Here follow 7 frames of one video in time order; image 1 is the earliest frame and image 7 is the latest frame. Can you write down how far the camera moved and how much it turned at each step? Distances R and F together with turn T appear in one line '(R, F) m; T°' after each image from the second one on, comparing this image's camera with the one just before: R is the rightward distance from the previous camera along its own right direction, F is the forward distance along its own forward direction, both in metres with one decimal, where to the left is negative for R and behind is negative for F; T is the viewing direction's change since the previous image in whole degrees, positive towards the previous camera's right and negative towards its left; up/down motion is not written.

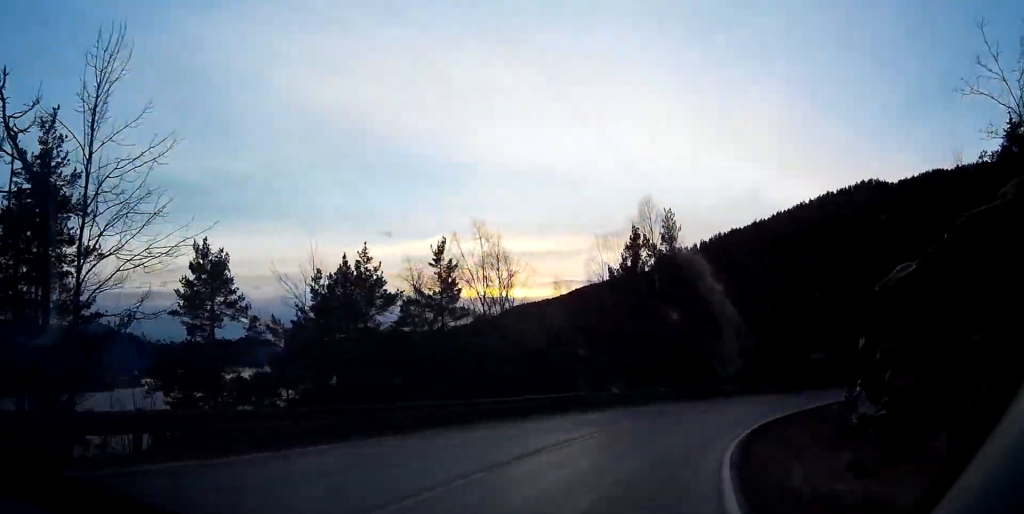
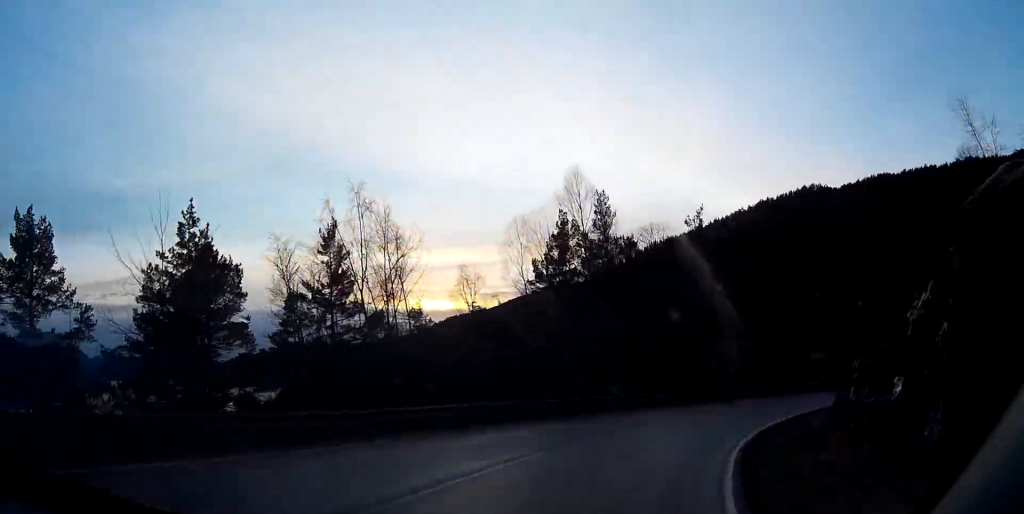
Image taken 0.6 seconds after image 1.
(0.0, +7.8) m; +4°
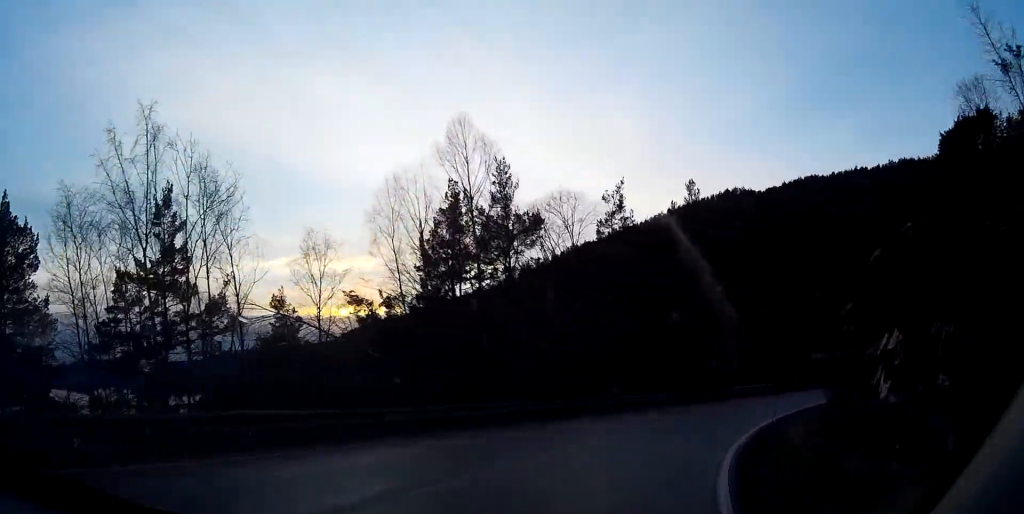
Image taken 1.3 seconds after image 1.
(+0.6, +8.6) m; +7°
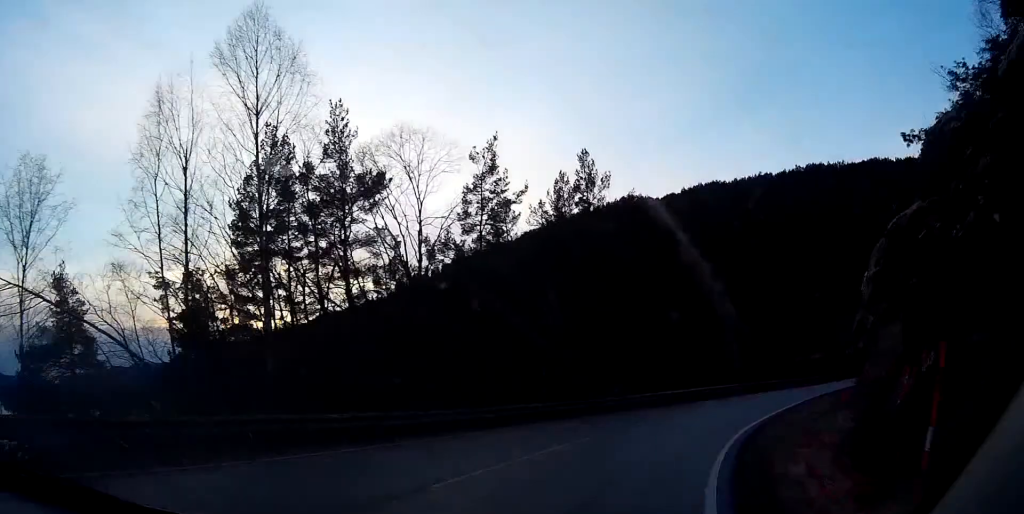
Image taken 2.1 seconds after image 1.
(+0.8, +10.3) m; +8°
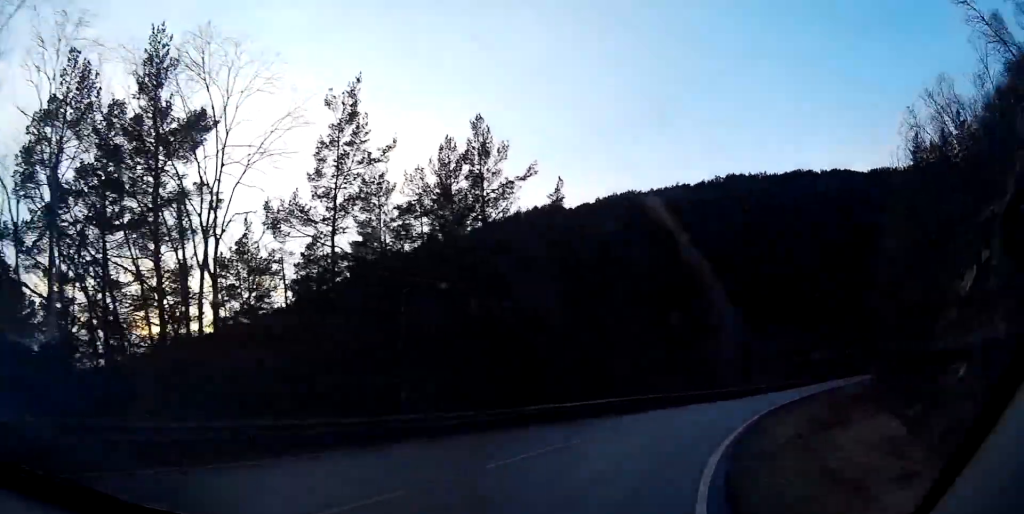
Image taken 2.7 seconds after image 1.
(+0.6, +8.6) m; +4°
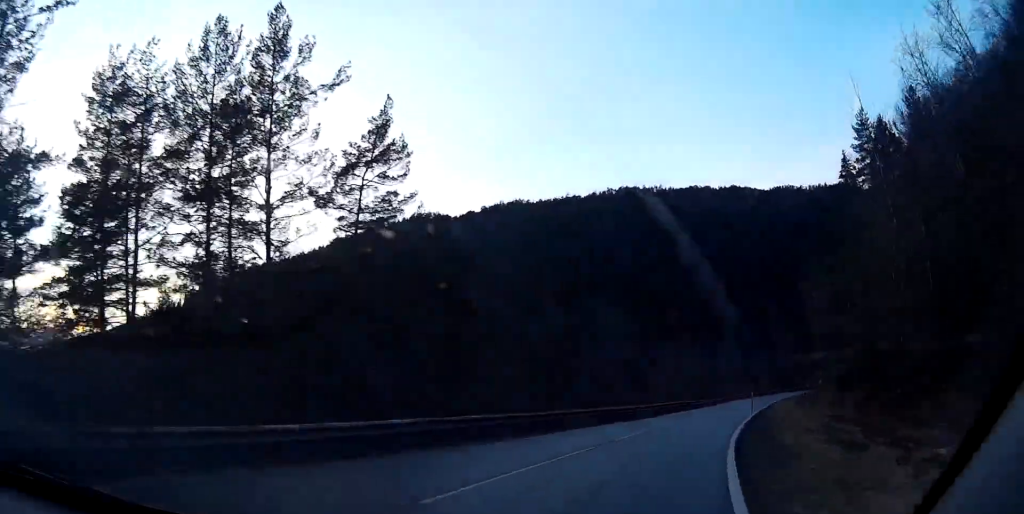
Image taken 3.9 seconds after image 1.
(+0.6, +15.1) m; +10°
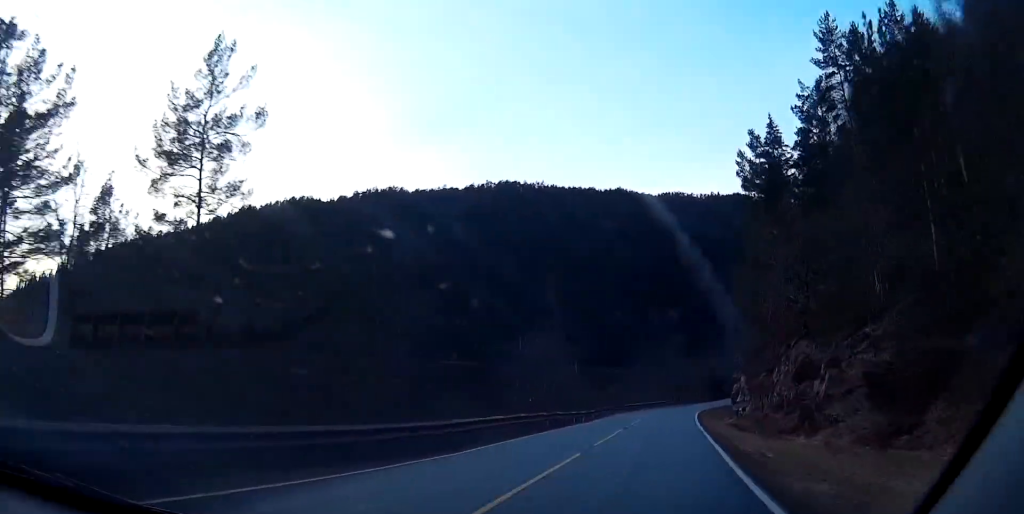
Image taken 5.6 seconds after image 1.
(+3.1, +23.6) m; +9°
